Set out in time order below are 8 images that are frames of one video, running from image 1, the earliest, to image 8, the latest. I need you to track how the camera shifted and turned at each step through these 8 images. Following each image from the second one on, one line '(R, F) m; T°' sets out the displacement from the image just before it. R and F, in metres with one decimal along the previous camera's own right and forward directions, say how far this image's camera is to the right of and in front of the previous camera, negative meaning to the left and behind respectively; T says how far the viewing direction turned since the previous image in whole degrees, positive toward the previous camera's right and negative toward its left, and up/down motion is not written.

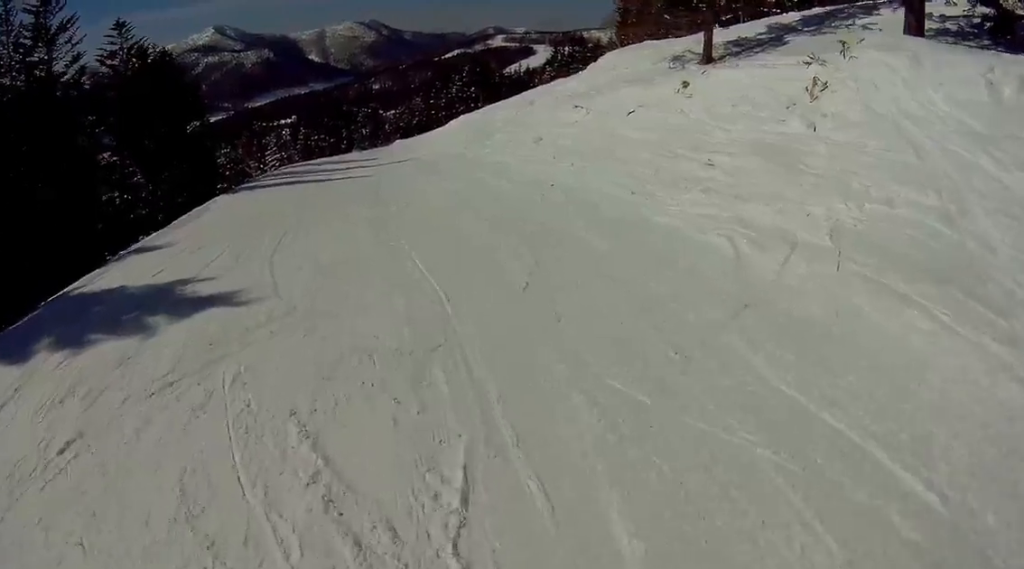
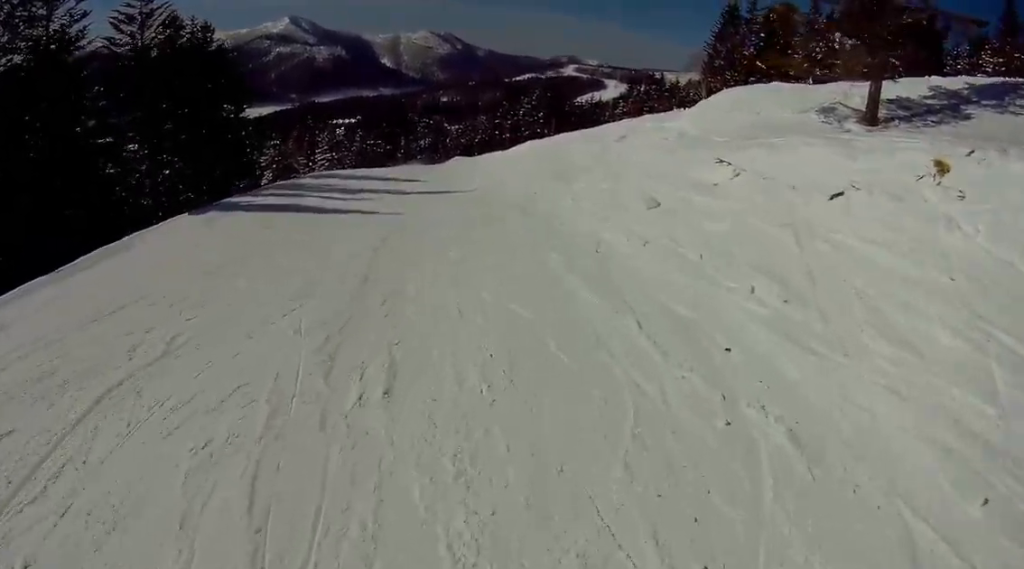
(+0.2, +6.6) m; -2°
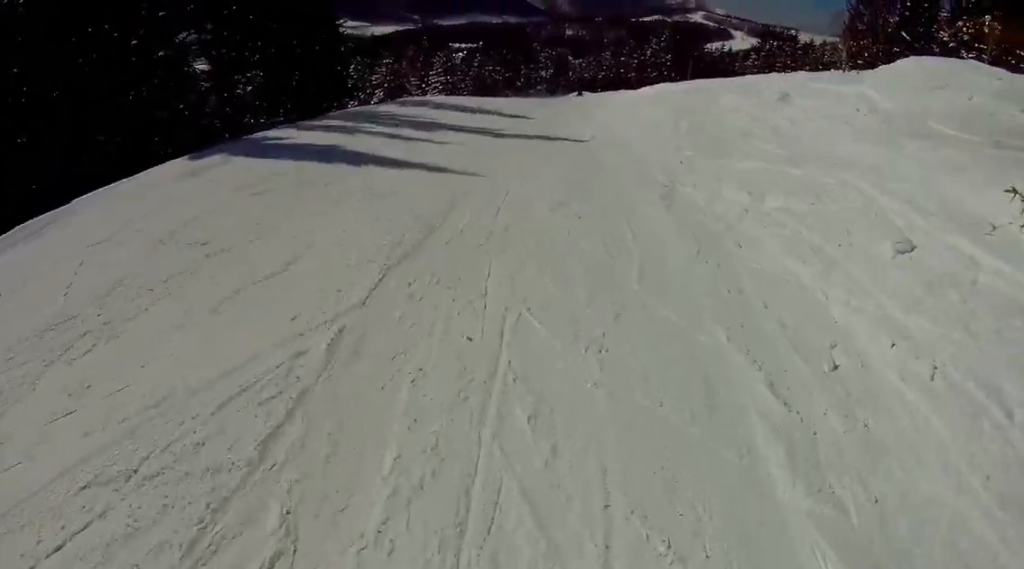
(+0.5, +4.7) m; -3°
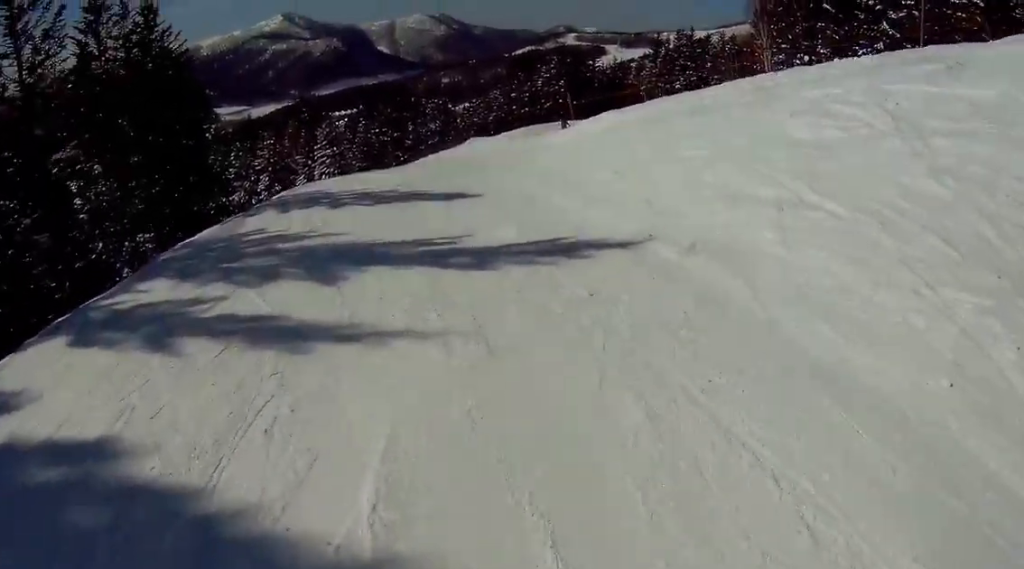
(-1.4, +7.6) m; -4°
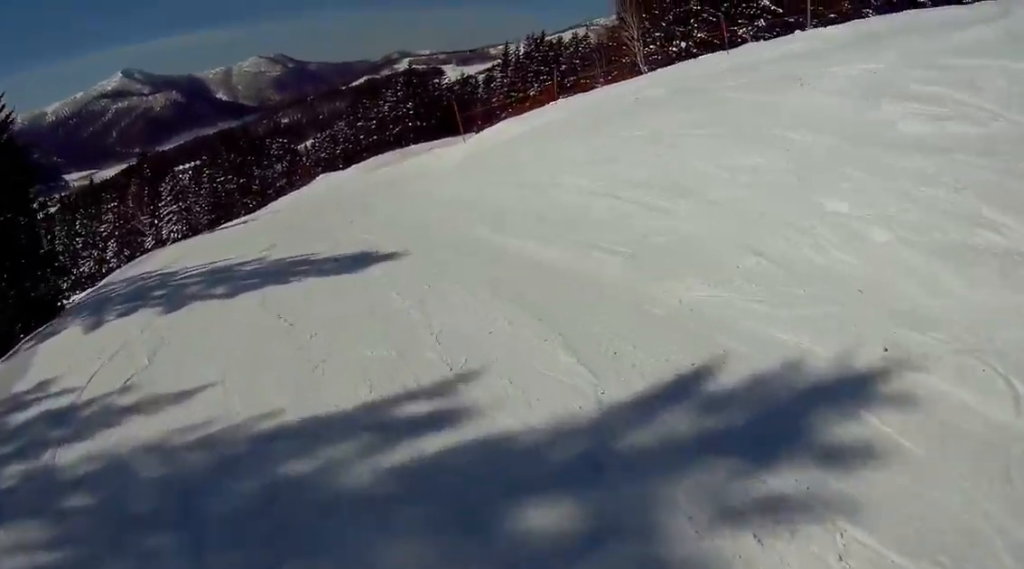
(+0.7, +5.4) m; +4°
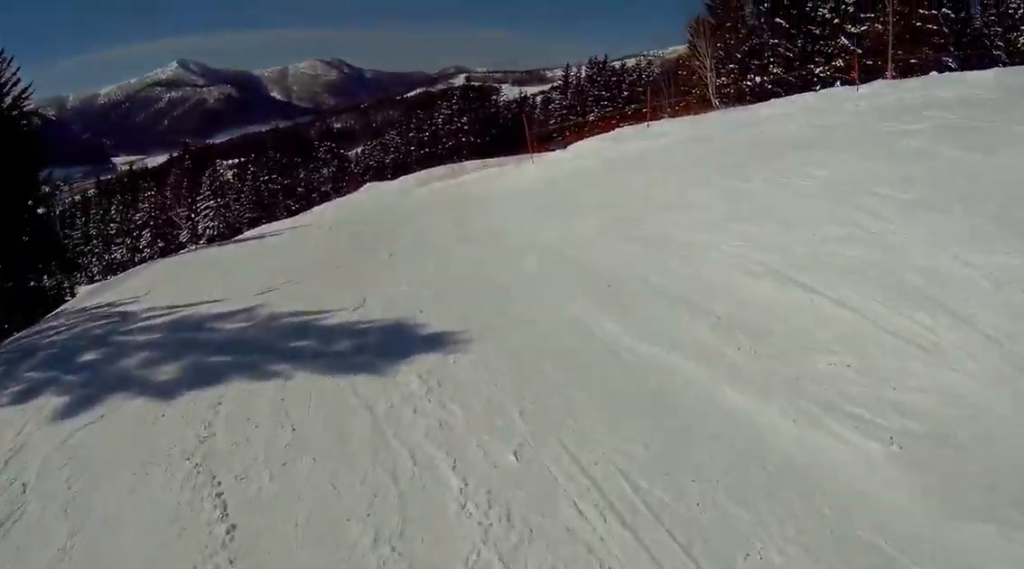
(-0.1, +3.9) m; +1°
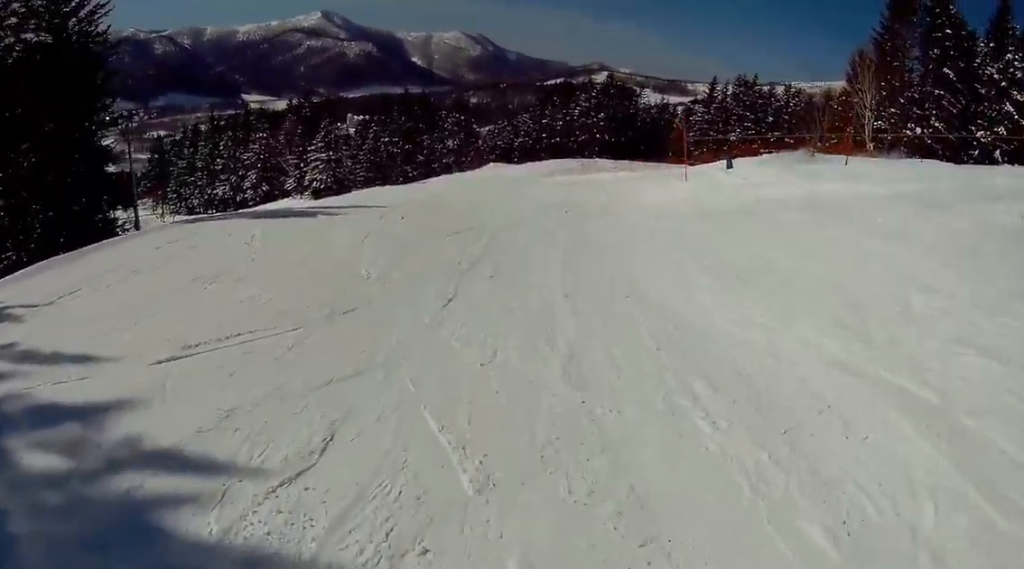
(-0.1, +4.9) m; +1°
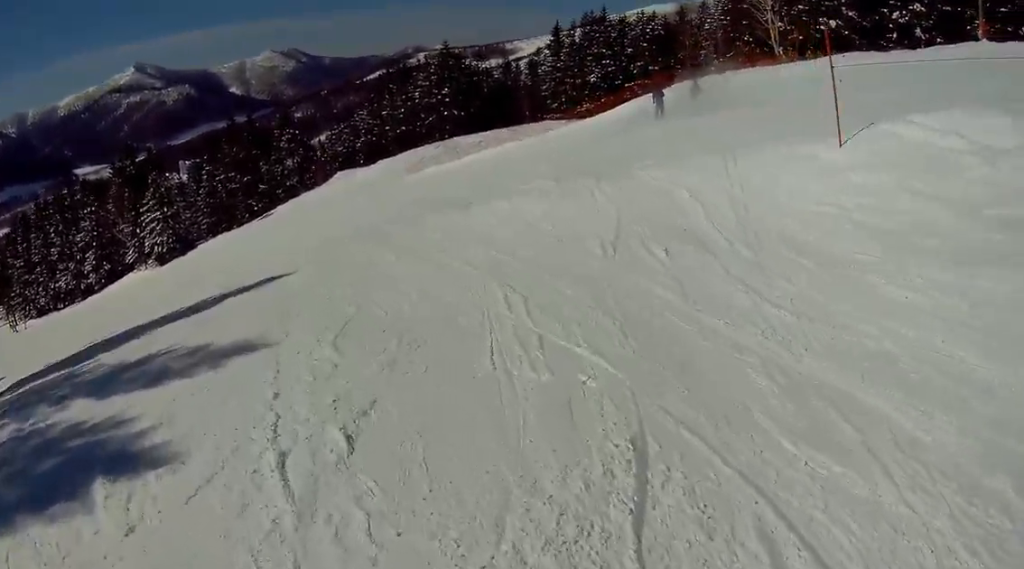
(+0.5, +8.2) m; +4°
